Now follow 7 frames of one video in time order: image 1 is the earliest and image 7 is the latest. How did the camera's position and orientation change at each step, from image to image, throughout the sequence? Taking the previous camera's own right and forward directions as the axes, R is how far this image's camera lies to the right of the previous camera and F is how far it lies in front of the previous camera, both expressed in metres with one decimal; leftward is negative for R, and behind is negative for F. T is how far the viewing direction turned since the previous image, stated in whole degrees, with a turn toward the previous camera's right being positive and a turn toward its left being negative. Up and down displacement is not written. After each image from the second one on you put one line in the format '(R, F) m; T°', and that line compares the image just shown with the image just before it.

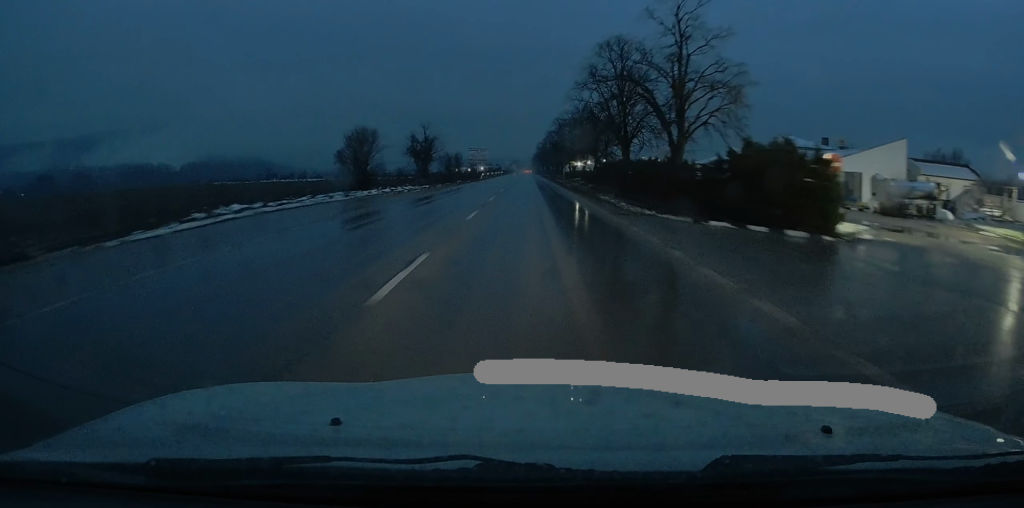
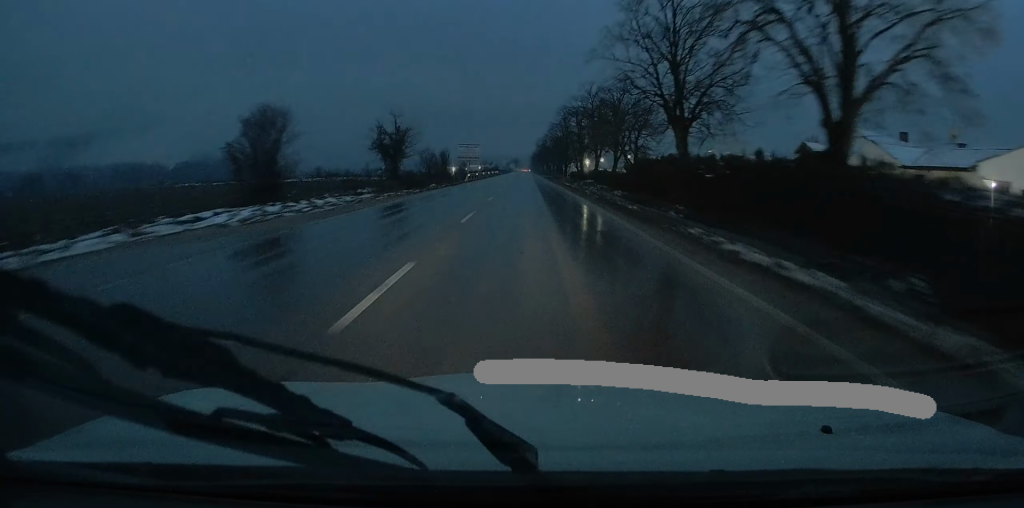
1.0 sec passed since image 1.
(-0.1, +19.1) m; 0°
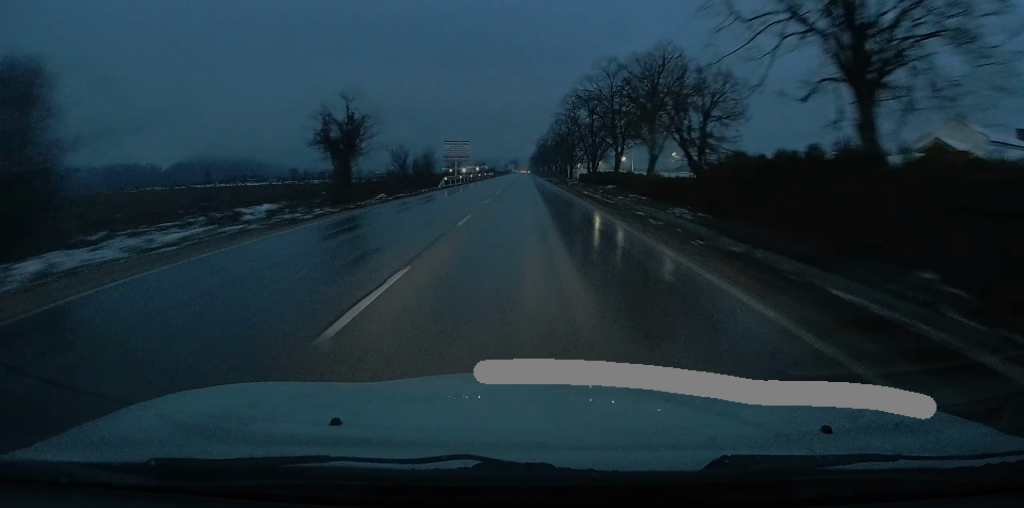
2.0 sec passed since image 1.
(+0.1, +18.5) m; 0°
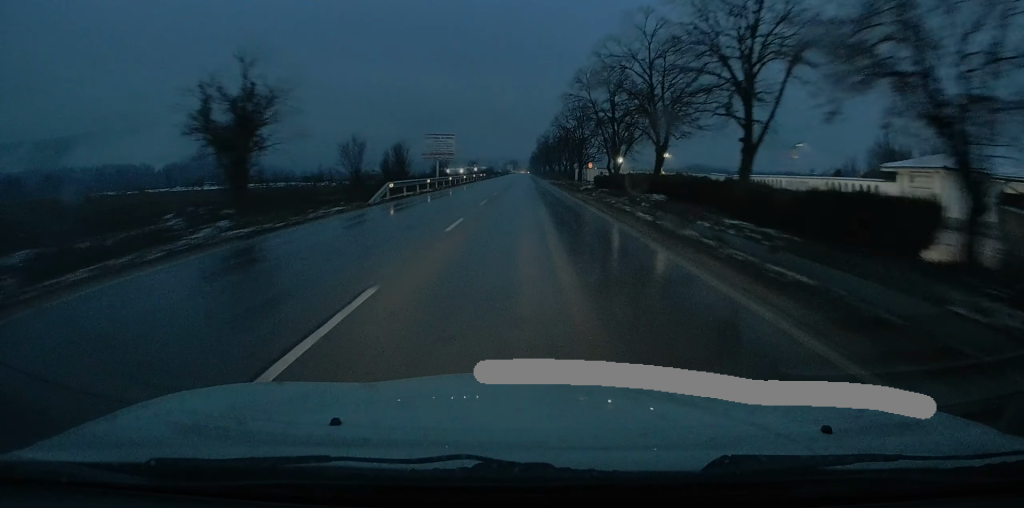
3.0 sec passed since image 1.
(0.0, +19.3) m; 0°
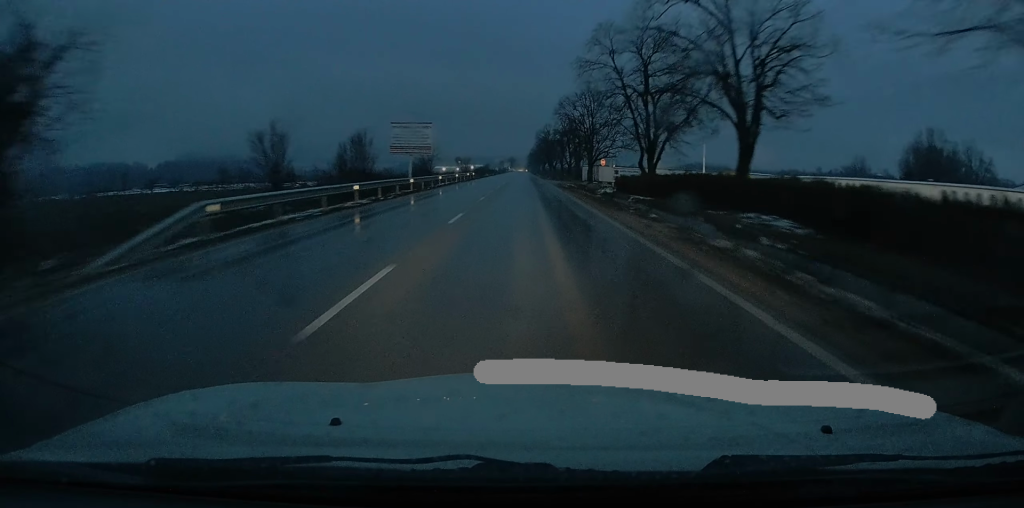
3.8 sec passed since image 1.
(0.0, +16.8) m; 0°
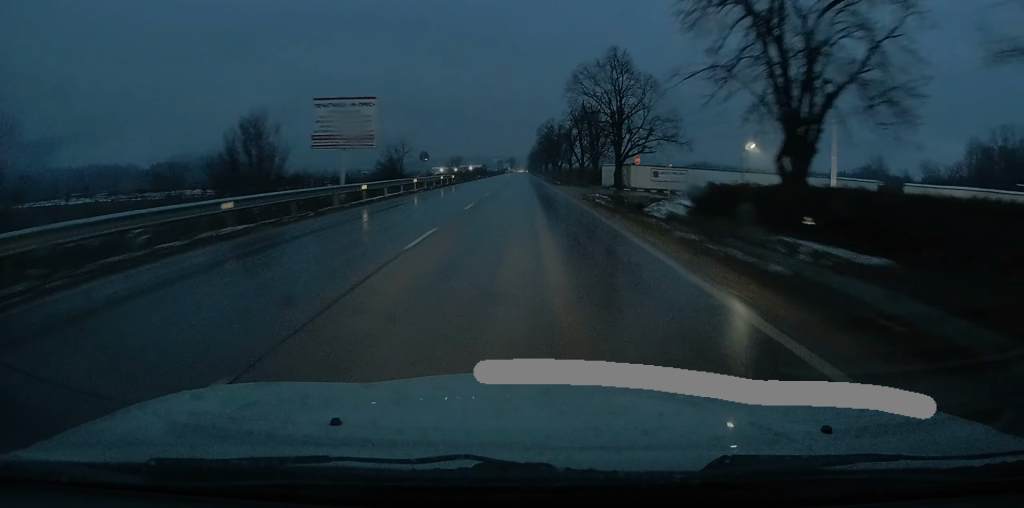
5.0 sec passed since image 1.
(-0.1, +22.6) m; 0°
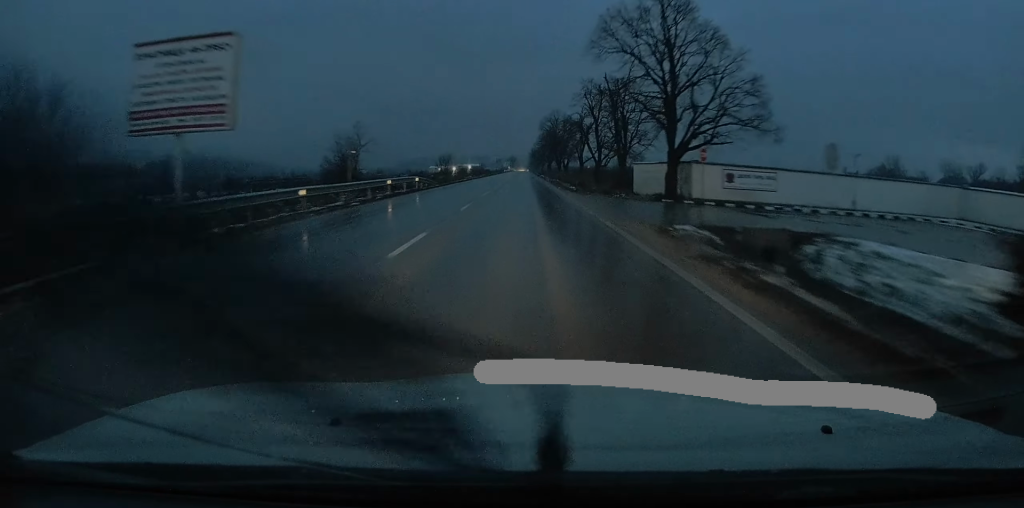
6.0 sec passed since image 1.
(+0.1, +19.2) m; 0°
